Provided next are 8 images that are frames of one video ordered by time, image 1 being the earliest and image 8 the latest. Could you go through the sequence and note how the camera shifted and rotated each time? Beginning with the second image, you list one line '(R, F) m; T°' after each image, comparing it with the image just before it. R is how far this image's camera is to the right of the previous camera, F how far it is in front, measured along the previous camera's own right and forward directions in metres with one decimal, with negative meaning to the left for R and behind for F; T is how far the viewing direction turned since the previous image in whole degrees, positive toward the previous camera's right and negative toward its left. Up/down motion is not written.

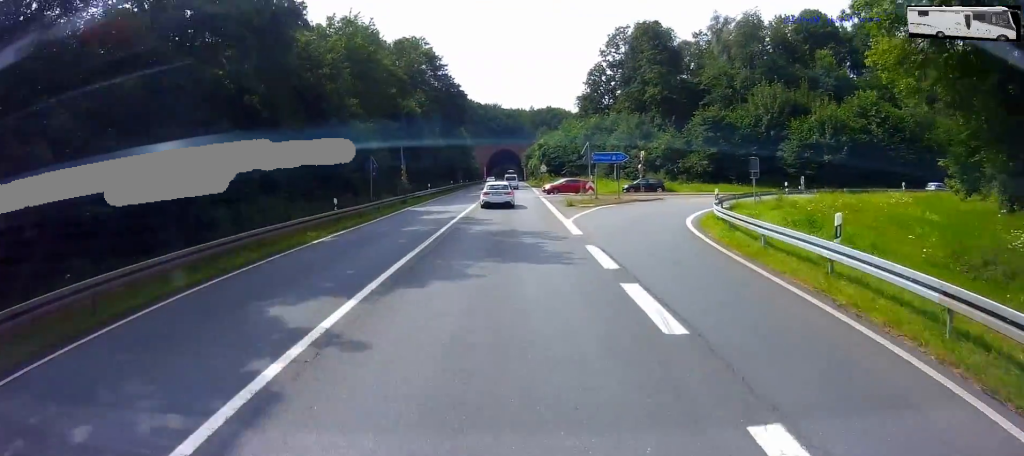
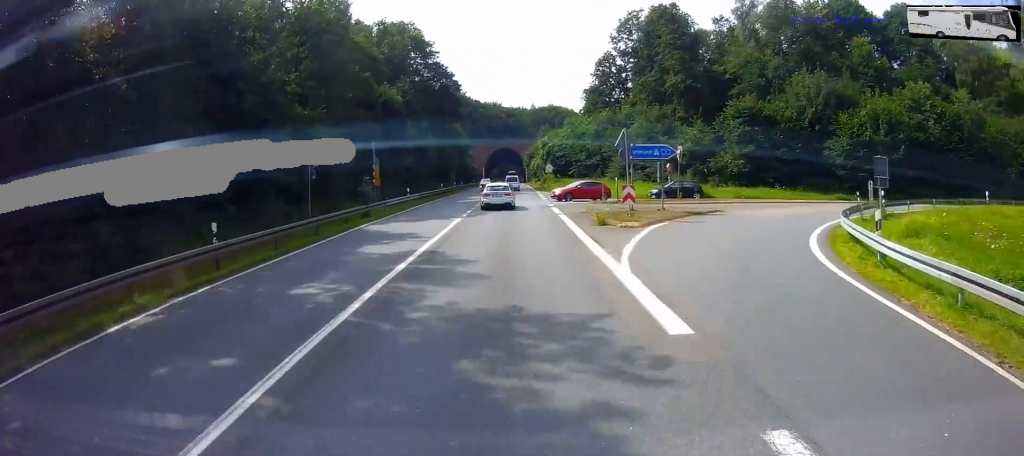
(0.0, +10.4) m; 0°
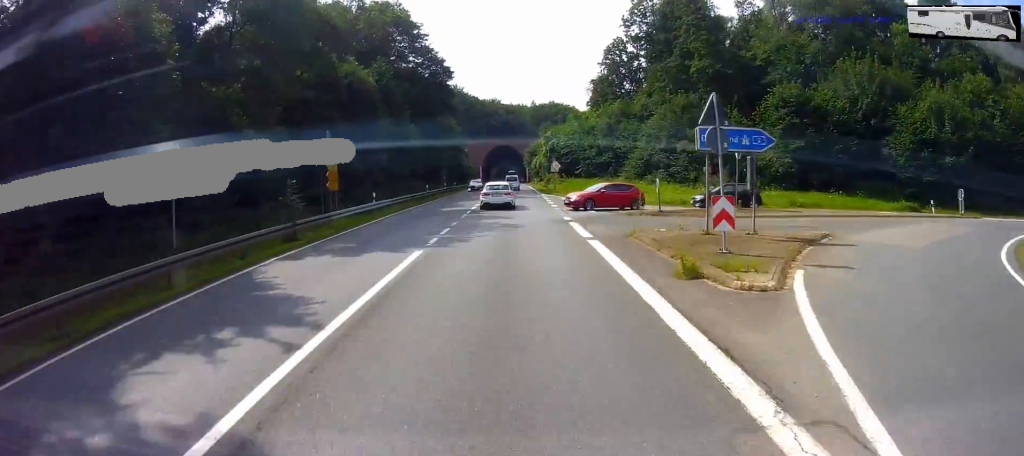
(0.0, +10.1) m; 0°
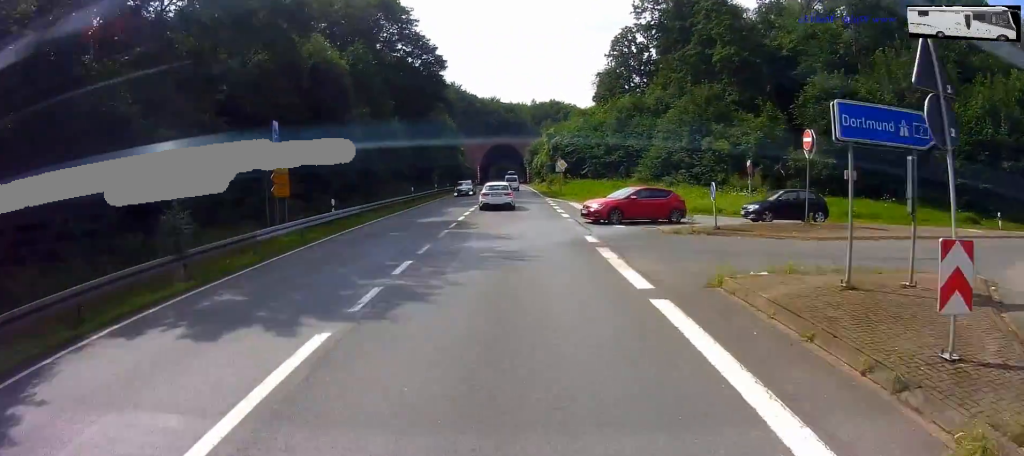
(0.0, +7.3) m; 0°
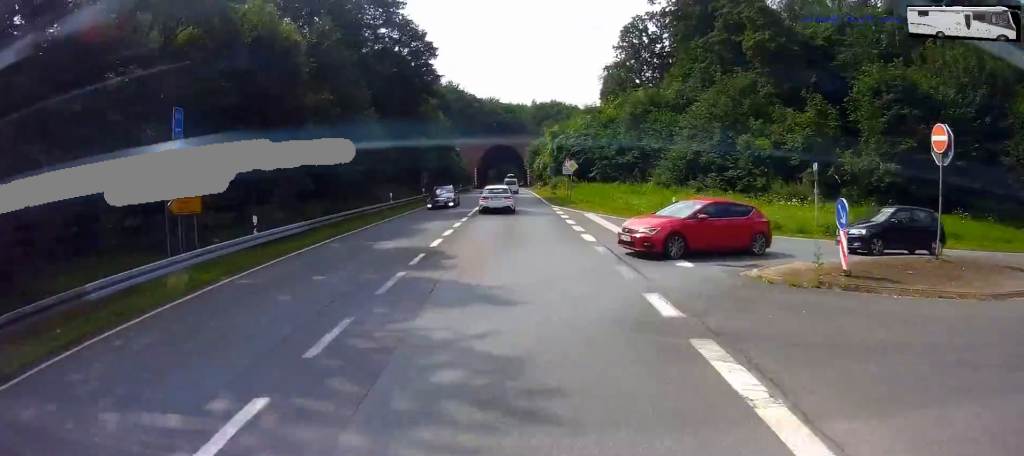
(0.0, +8.0) m; 0°
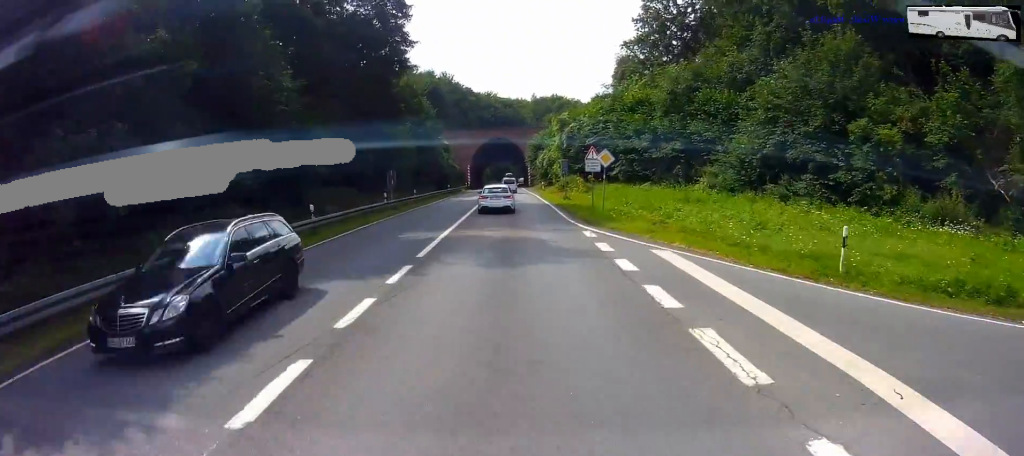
(0.0, +14.8) m; 0°
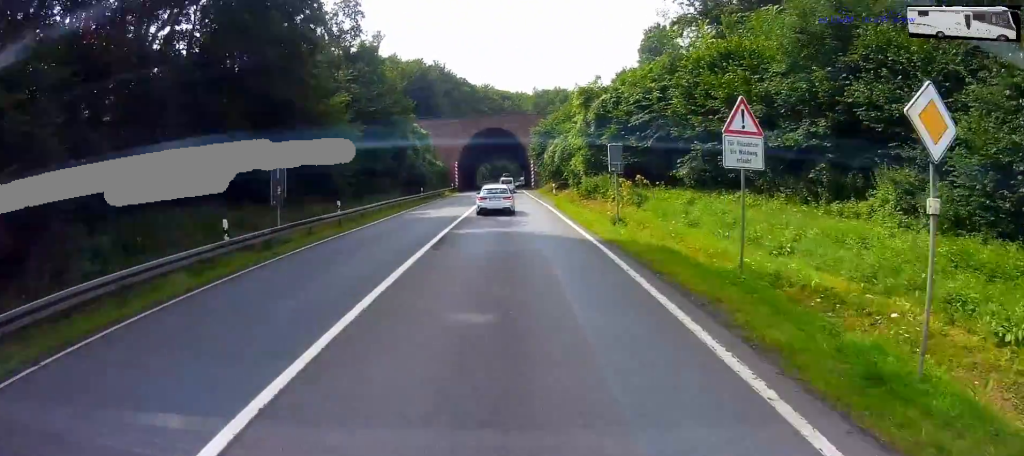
(0.0, +20.8) m; 0°
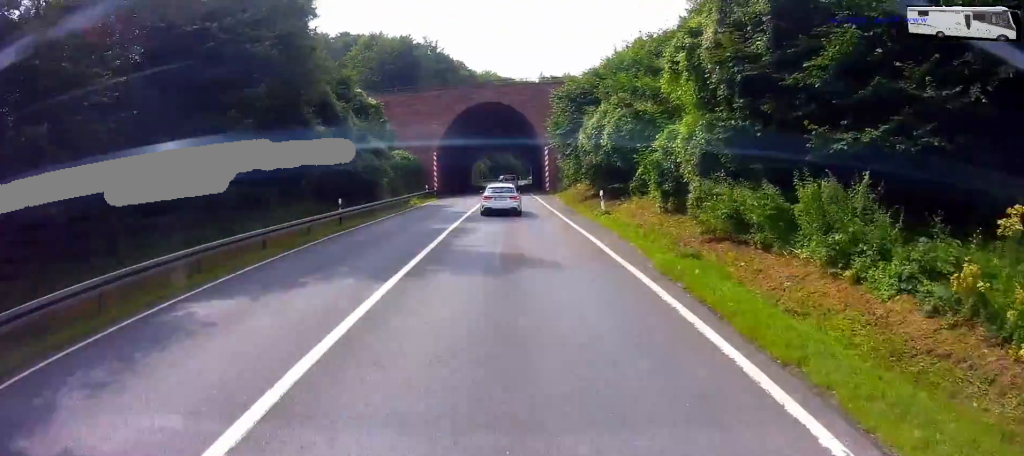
(0.0, +24.8) m; 0°
